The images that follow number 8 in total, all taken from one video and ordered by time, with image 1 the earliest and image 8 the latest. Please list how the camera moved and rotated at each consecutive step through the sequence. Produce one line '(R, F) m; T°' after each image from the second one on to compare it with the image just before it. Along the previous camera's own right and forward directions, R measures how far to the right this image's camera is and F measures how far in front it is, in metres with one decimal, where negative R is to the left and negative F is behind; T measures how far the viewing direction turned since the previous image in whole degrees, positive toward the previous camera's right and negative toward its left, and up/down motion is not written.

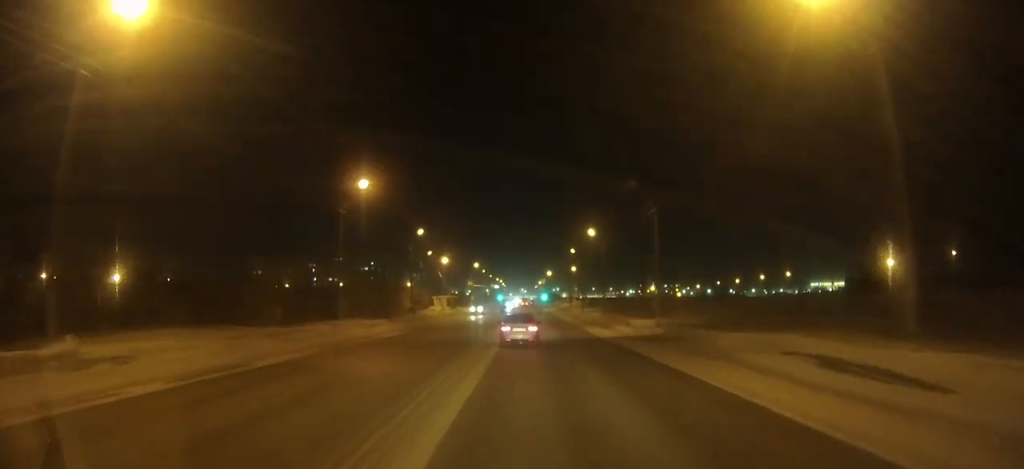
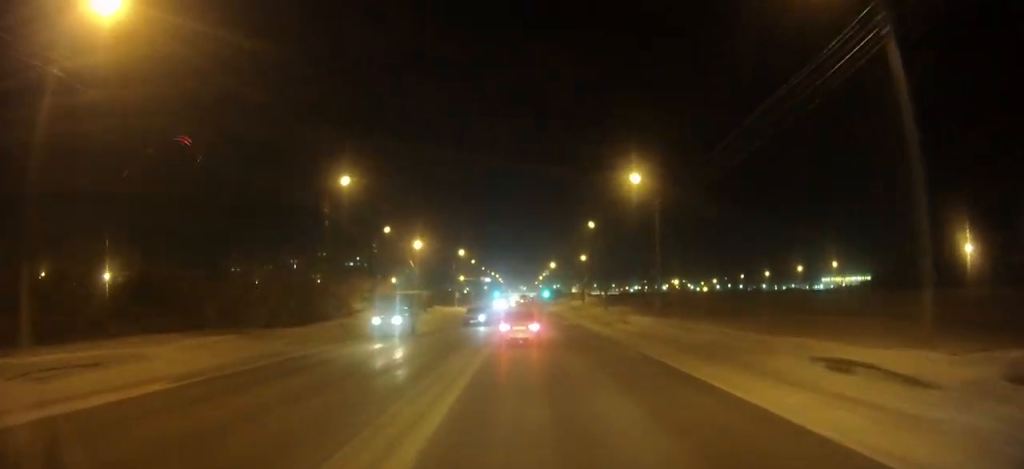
(0.0, +31.0) m; 0°
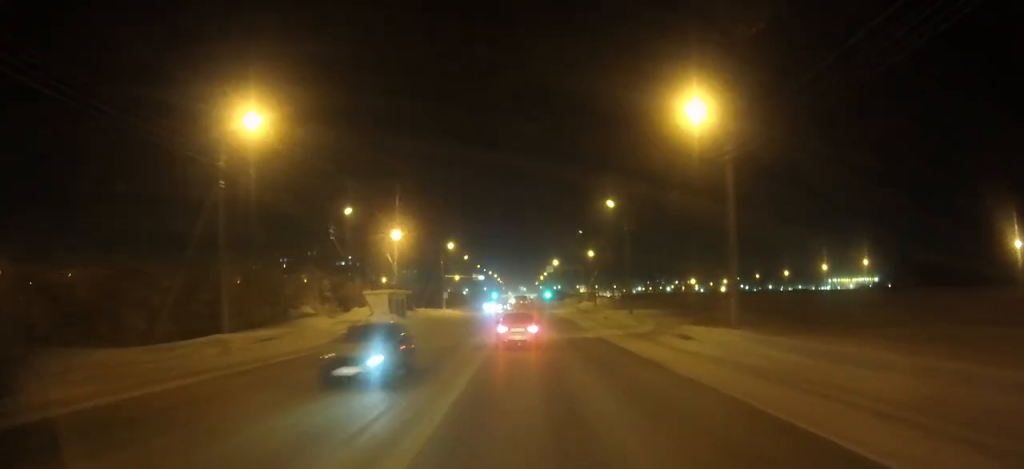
(0.0, +16.2) m; 0°
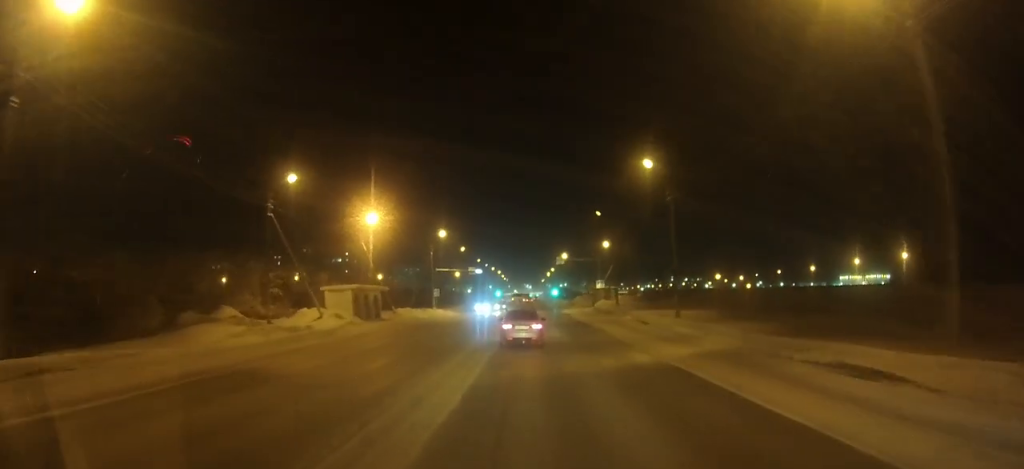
(0.0, +15.5) m; 0°
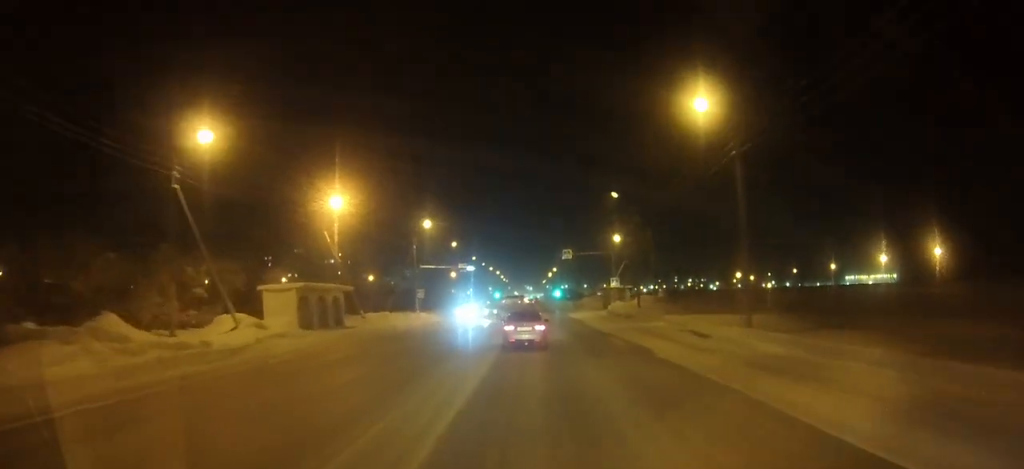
(0.0, +12.8) m; 0°
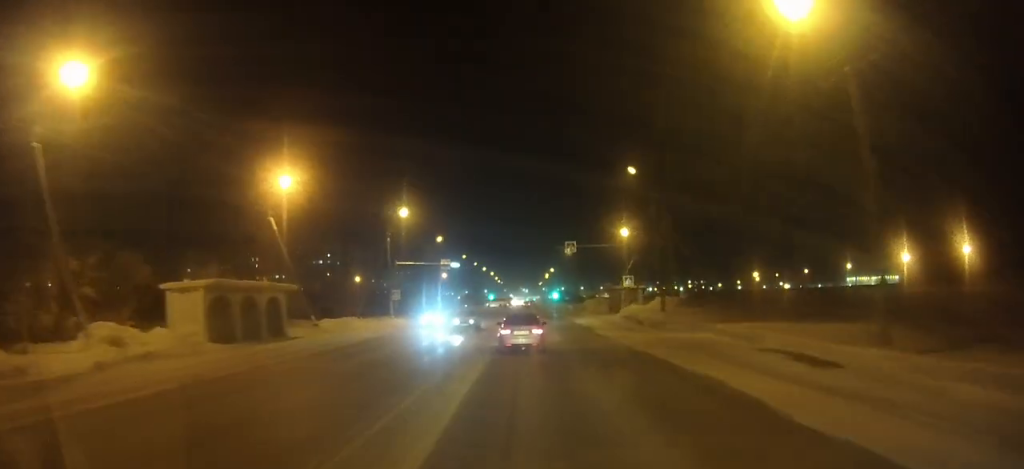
(0.0, +11.2) m; 0°
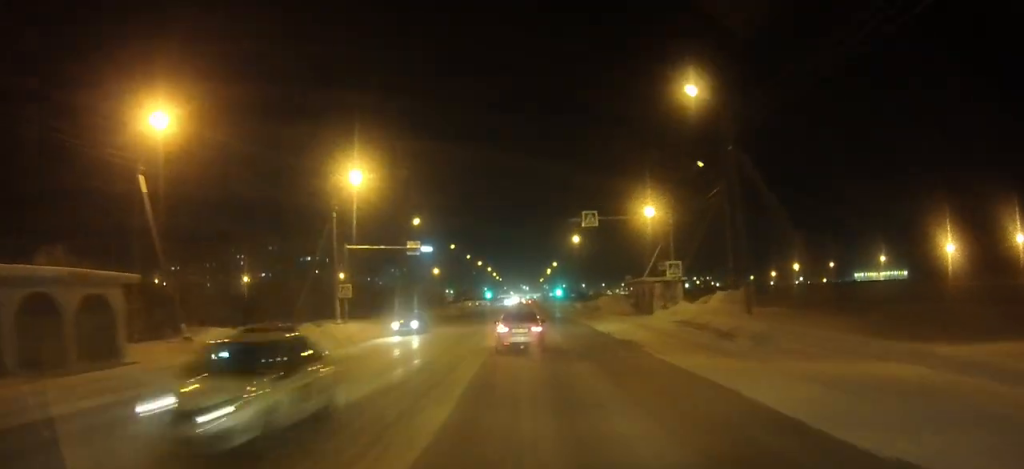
(0.0, +16.8) m; 0°
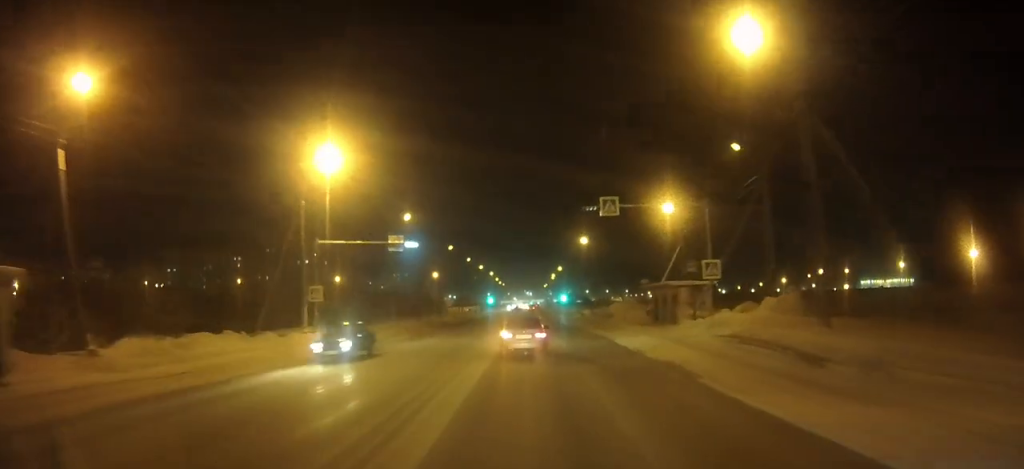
(0.0, +7.1) m; 0°
